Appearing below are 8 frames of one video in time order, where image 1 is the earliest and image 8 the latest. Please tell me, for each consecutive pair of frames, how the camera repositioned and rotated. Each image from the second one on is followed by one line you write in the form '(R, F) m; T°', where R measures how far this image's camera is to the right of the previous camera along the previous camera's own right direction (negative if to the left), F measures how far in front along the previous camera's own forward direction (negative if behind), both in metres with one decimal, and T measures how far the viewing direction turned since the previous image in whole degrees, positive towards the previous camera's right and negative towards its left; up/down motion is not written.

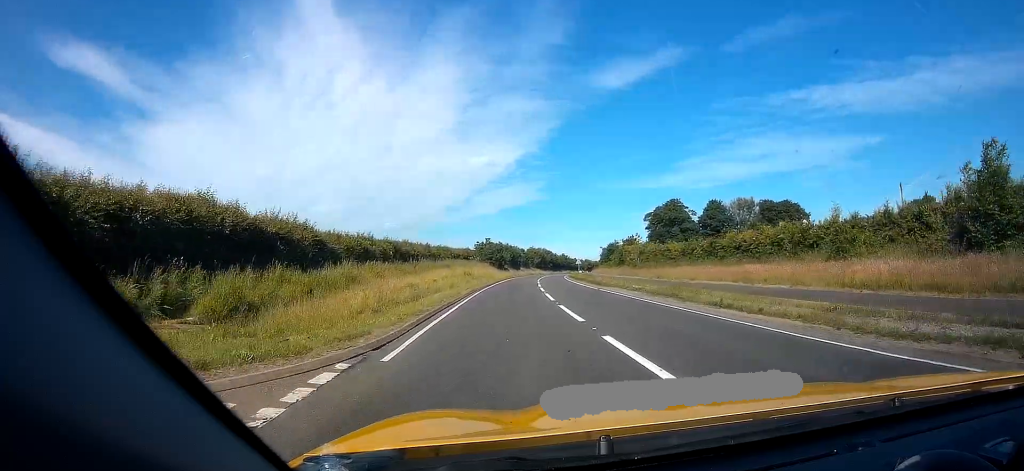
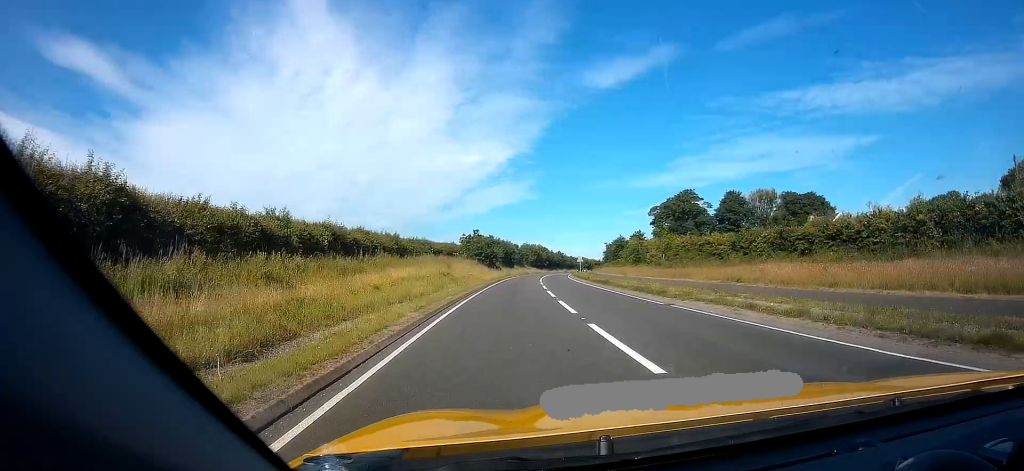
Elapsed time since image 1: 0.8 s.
(0.0, +15.3) m; 0°
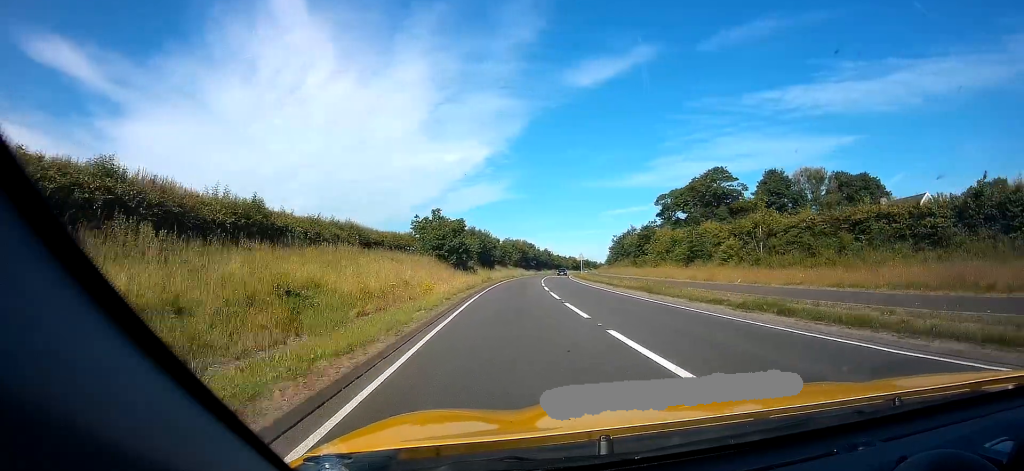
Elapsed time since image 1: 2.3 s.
(+0.5, +27.6) m; +2°
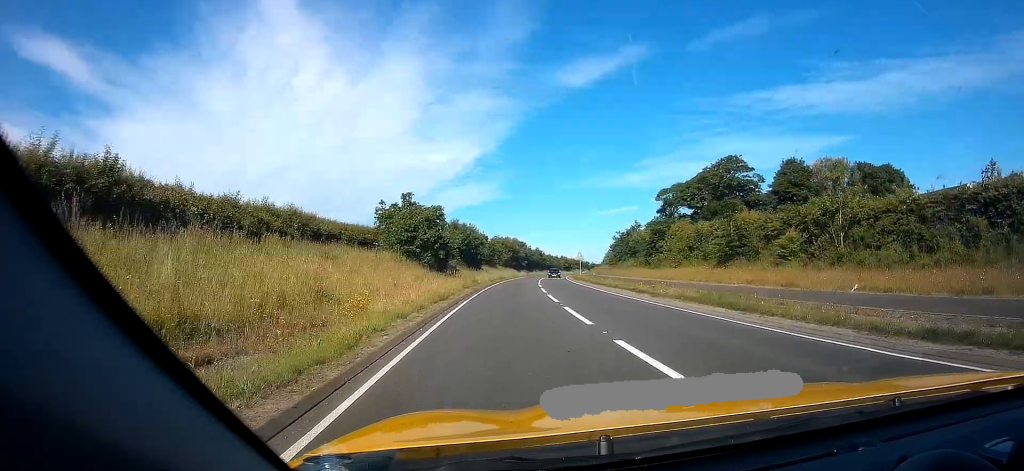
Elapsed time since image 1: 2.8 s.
(+0.2, +10.2) m; 0°
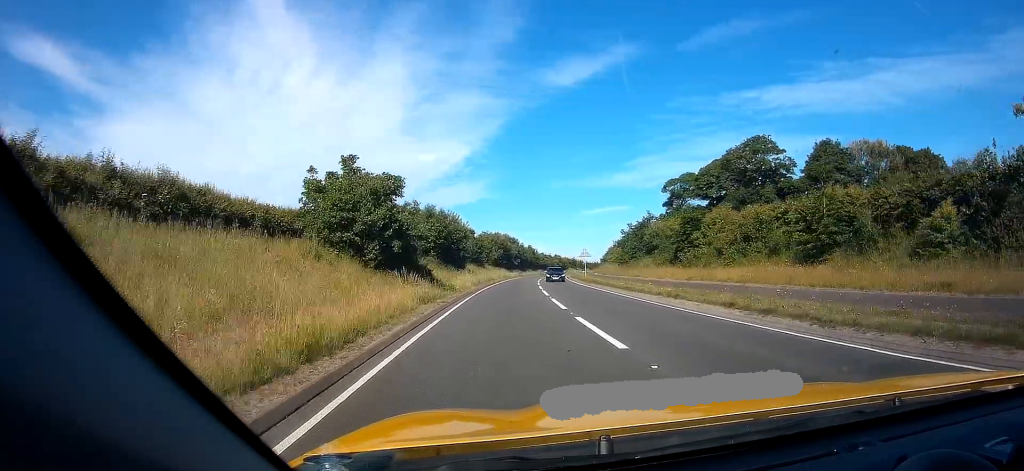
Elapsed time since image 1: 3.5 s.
(-0.2, +13.0) m; +1°
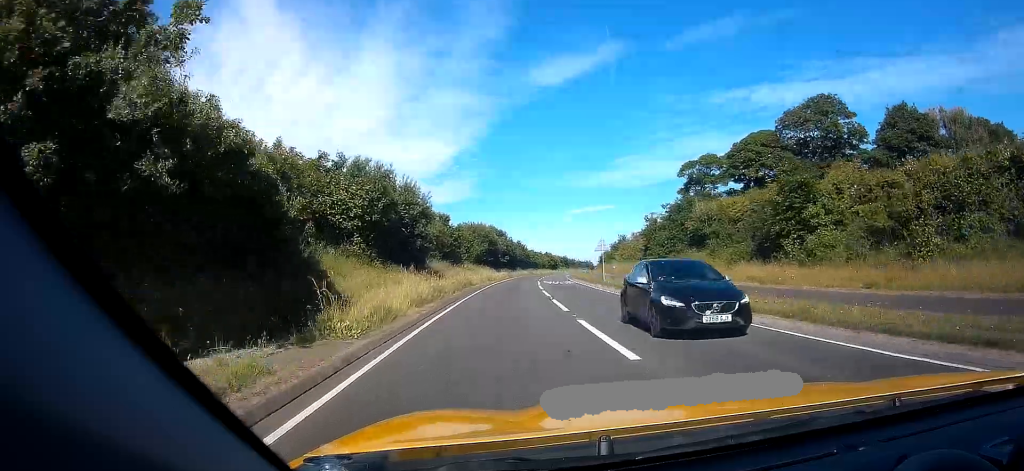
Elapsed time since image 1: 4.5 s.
(+0.3, +18.9) m; +3°
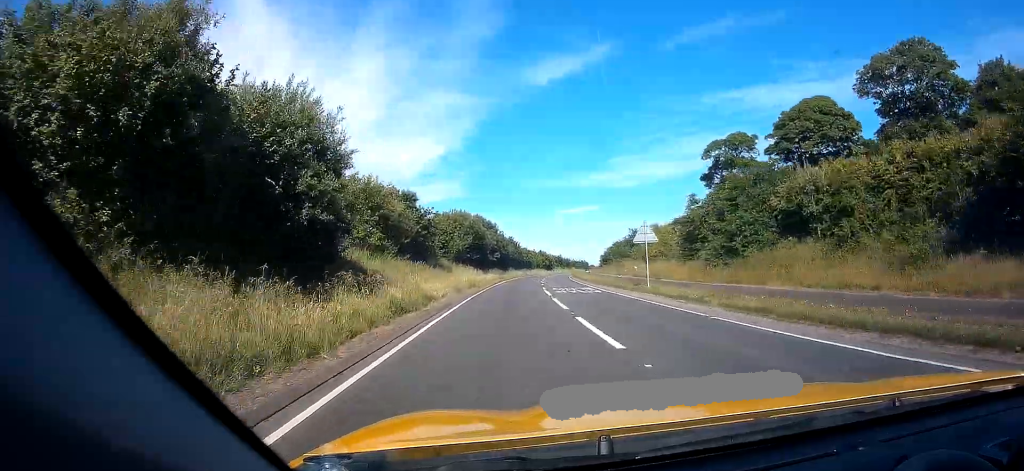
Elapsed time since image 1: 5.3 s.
(+0.5, +16.5) m; +2°
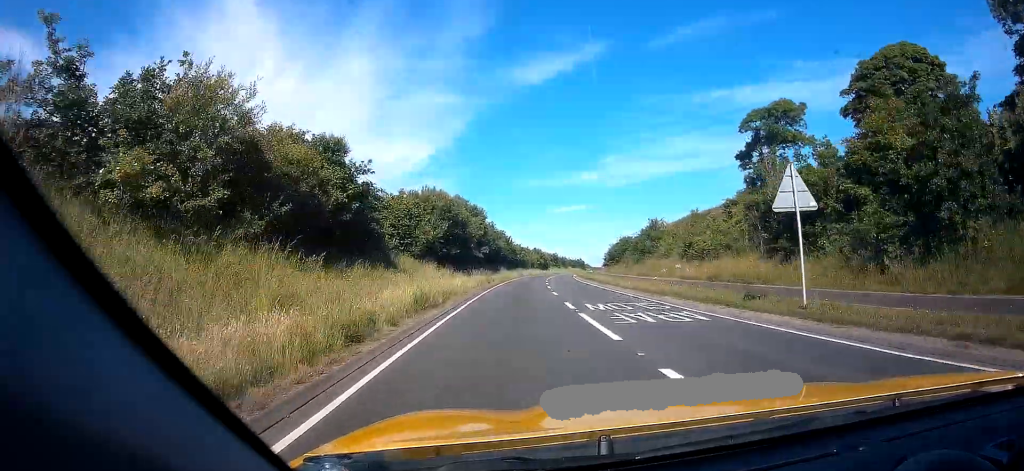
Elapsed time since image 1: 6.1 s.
(+0.2, +16.7) m; 0°
